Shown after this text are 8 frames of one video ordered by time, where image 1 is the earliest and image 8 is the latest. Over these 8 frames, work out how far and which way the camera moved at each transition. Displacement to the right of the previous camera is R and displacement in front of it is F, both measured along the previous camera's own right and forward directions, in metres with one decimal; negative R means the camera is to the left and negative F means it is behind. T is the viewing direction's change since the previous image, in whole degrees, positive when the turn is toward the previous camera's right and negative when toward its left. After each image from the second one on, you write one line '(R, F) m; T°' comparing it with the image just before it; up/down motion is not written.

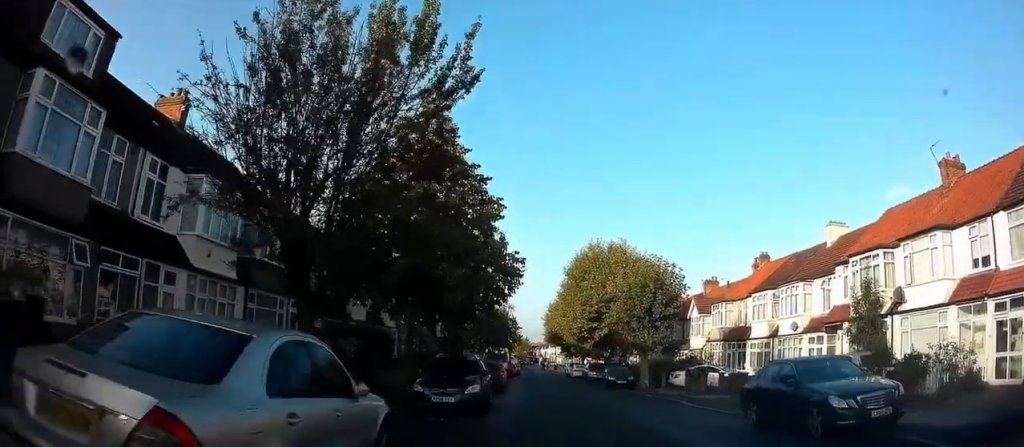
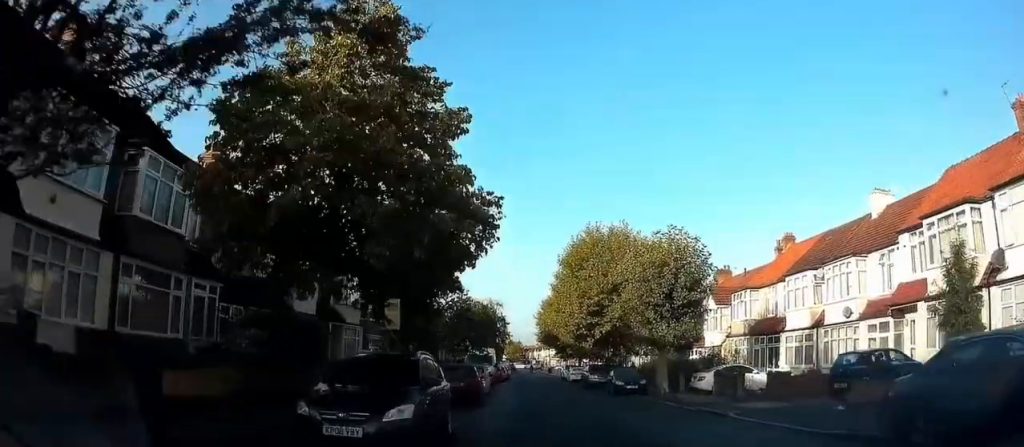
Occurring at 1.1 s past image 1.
(0.0, +6.3) m; -2°
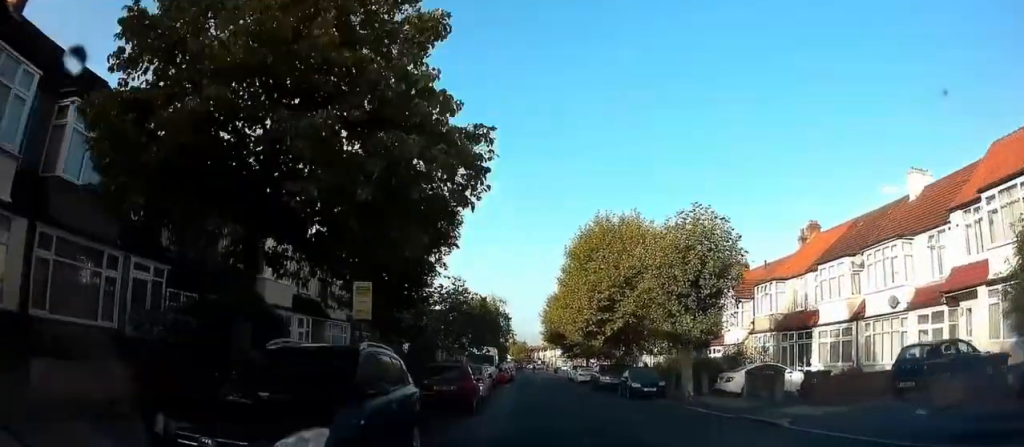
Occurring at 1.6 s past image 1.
(-0.1, +3.2) m; -1°
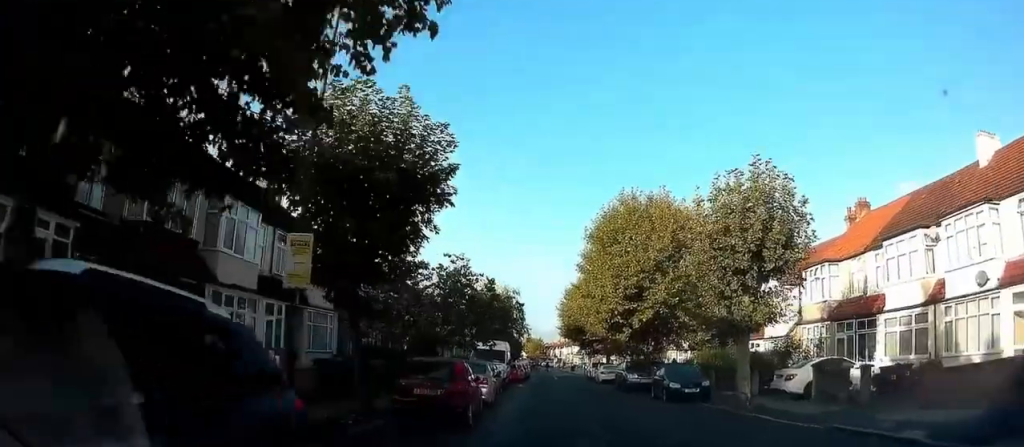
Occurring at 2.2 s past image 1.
(0.0, +4.4) m; -1°
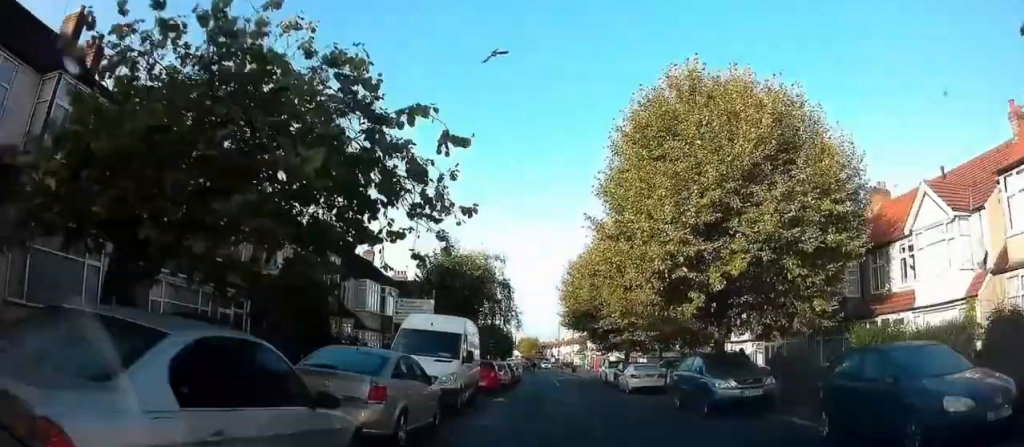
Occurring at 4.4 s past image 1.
(-0.3, +15.1) m; -2°
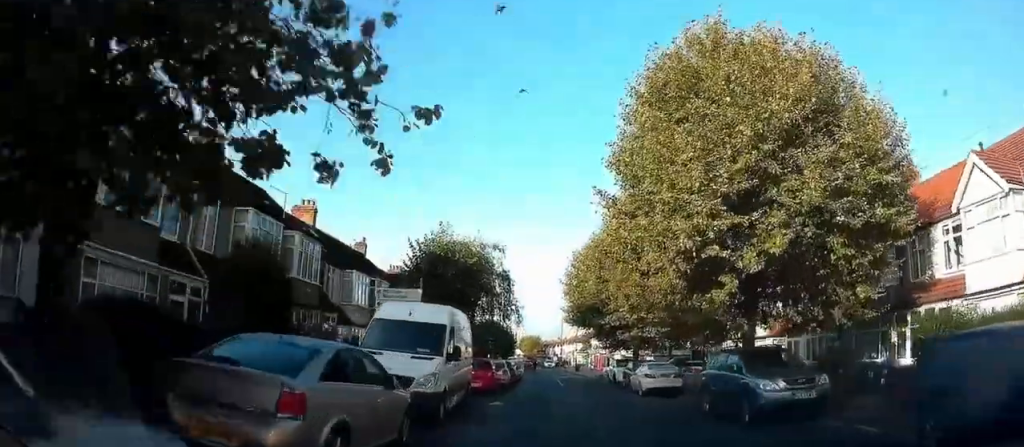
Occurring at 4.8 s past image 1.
(0.0, +2.7) m; 0°
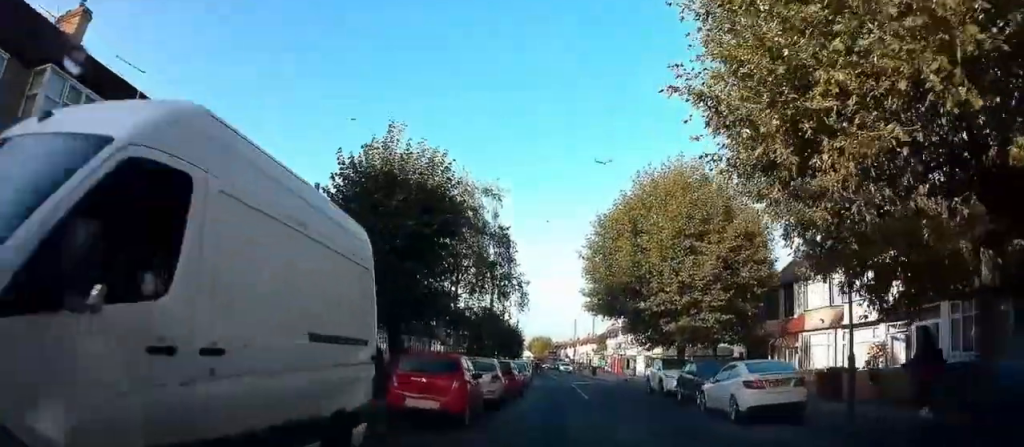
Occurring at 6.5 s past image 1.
(0.0, +10.4) m; +1°
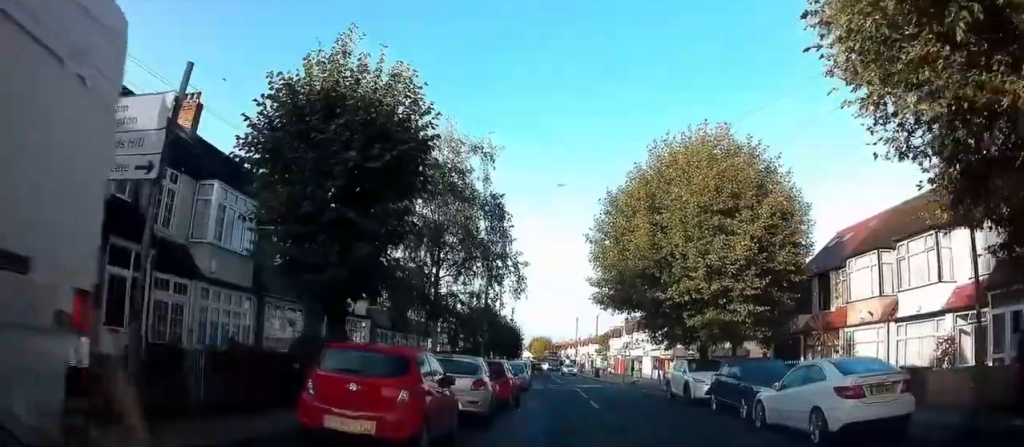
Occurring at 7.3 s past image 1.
(+0.1, +4.2) m; 0°
